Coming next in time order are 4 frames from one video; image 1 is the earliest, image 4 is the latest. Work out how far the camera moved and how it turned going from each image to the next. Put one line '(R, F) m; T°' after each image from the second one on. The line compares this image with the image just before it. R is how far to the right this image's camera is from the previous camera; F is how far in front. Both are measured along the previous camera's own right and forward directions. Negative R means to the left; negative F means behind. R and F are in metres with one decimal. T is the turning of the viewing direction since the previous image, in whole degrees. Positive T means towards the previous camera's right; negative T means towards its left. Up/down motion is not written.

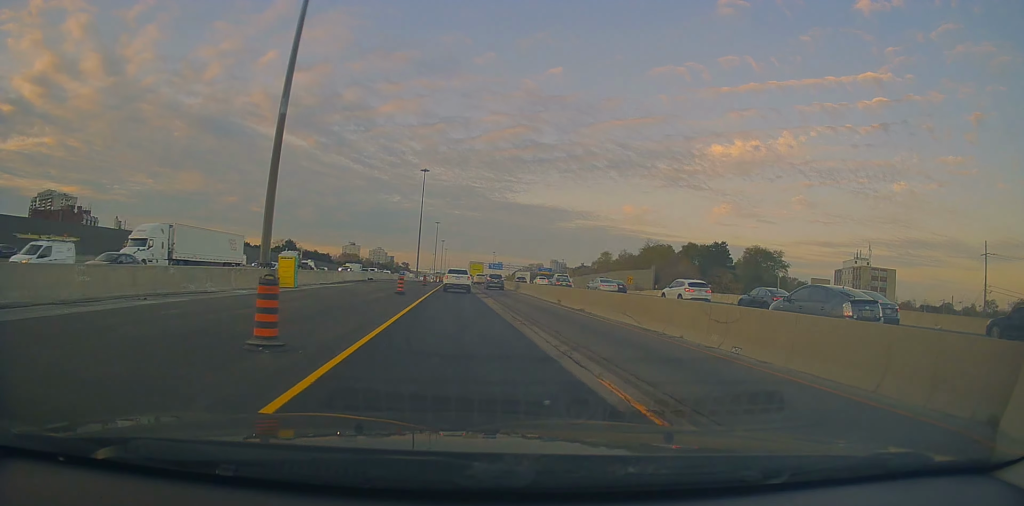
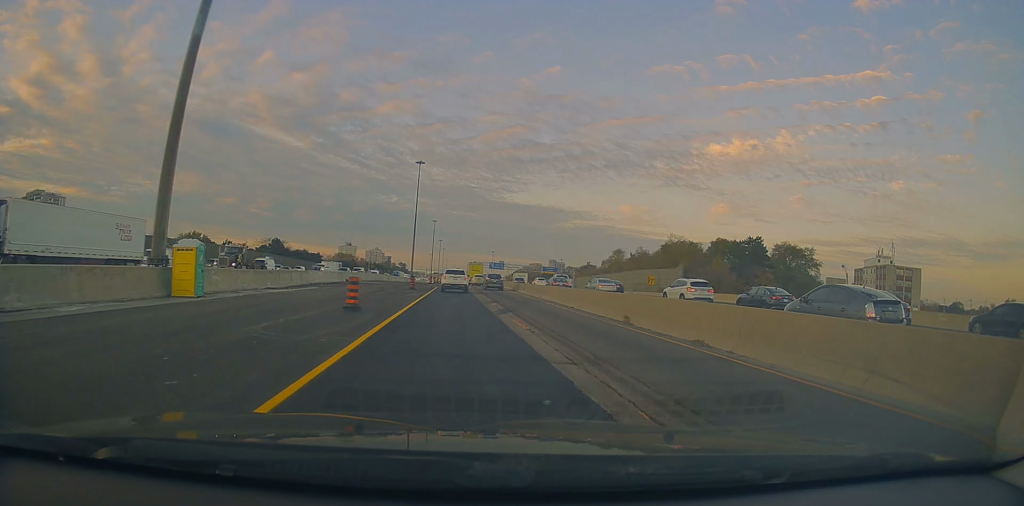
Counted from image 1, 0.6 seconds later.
(+0.2, +13.8) m; 0°
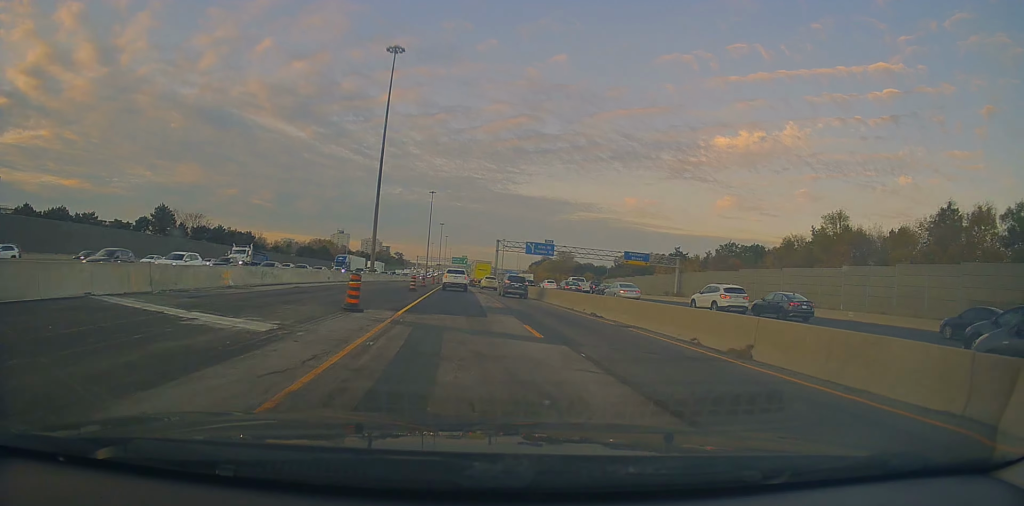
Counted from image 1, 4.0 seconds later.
(-1.7, +86.0) m; -2°
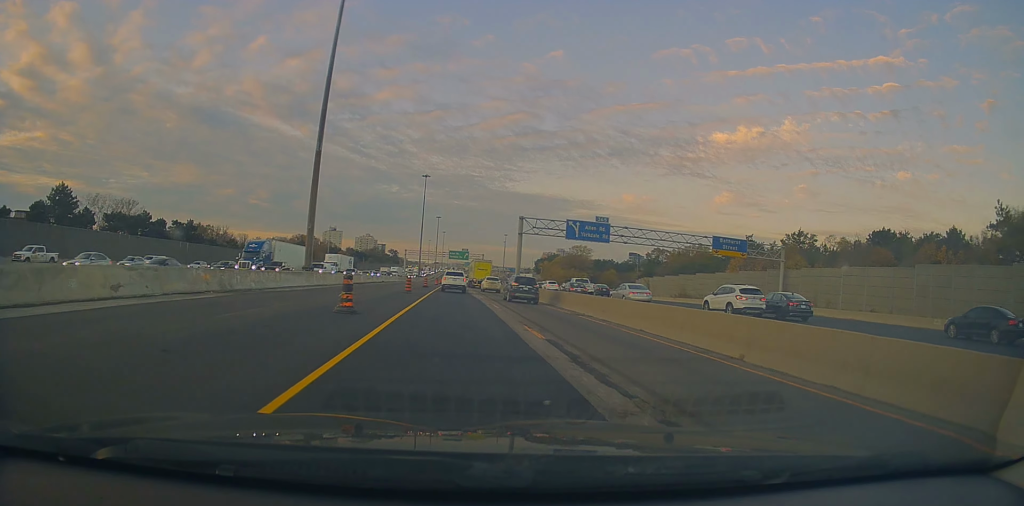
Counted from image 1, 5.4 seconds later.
(+0.6, +35.9) m; +1°
